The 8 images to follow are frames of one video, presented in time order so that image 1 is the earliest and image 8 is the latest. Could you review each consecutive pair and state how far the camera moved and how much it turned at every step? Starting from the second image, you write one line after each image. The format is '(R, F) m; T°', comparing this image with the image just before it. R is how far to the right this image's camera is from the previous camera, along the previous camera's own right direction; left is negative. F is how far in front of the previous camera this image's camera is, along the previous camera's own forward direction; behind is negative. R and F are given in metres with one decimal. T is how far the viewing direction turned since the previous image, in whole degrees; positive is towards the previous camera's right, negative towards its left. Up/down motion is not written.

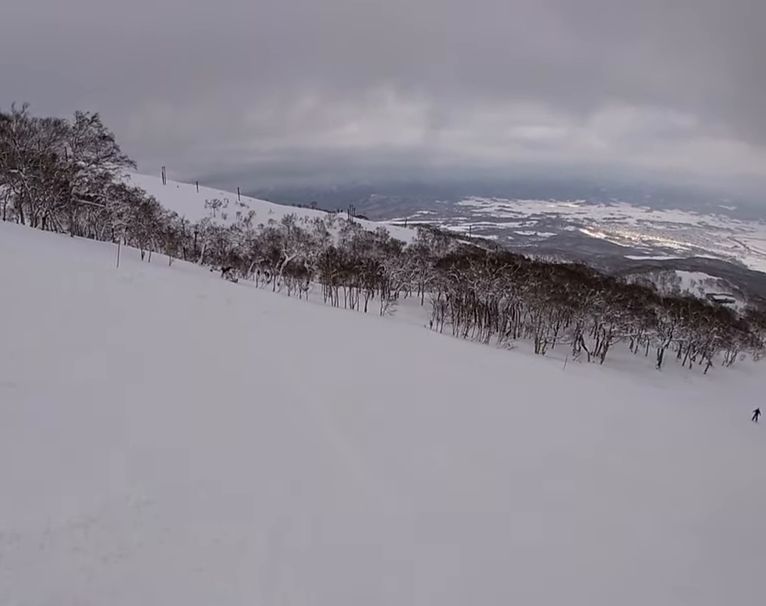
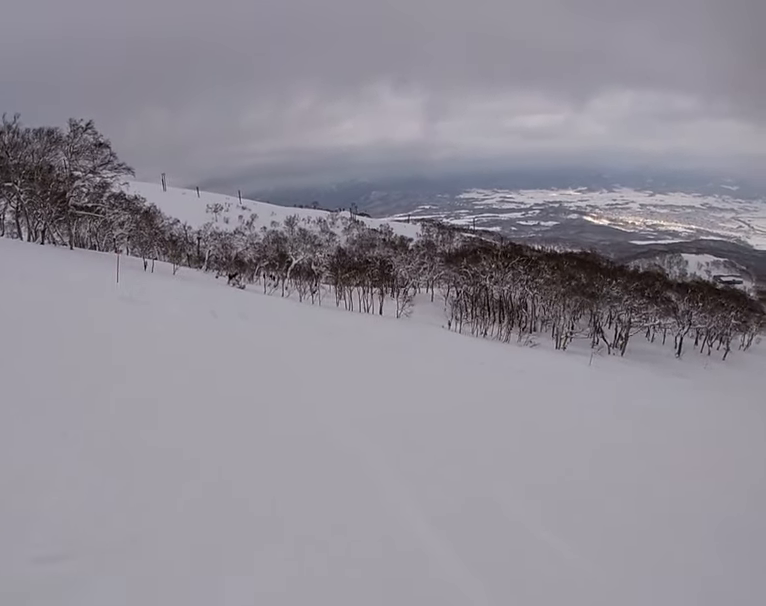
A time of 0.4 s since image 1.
(-0.2, +2.3) m; +6°
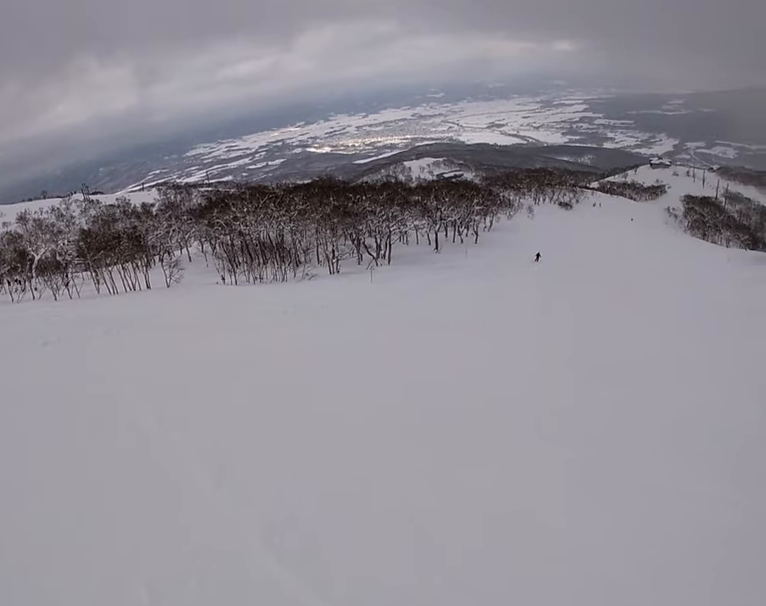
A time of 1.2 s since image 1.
(+0.7, +4.1) m; +30°
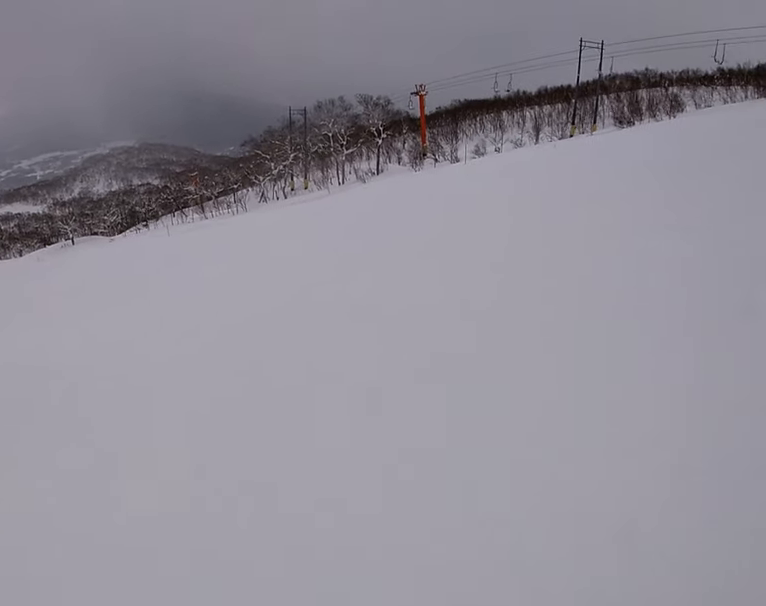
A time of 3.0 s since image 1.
(+5.5, +6.3) m; +60°
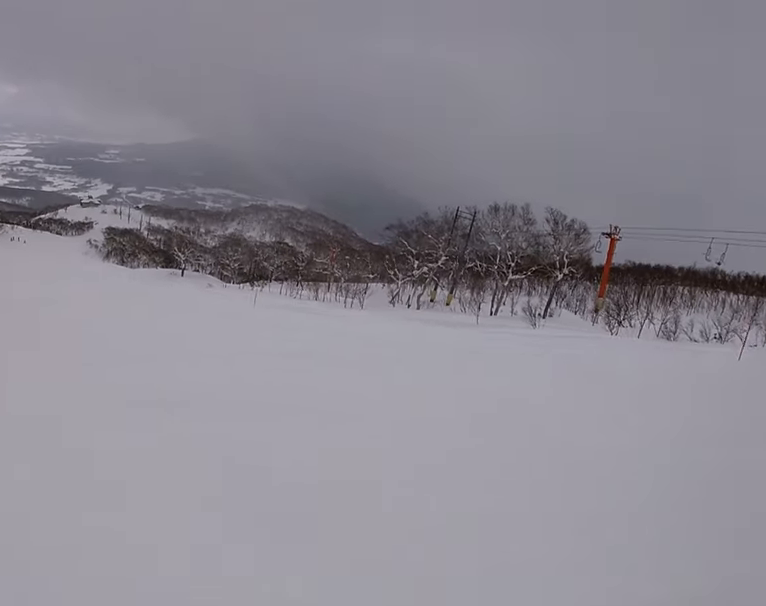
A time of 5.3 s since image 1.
(-0.1, +14.5) m; -14°
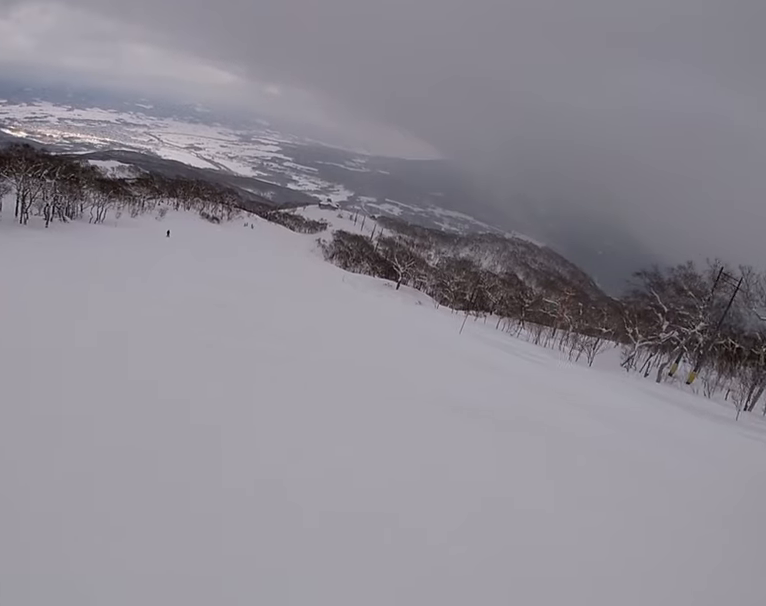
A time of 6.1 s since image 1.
(-0.9, +6.0) m; -17°
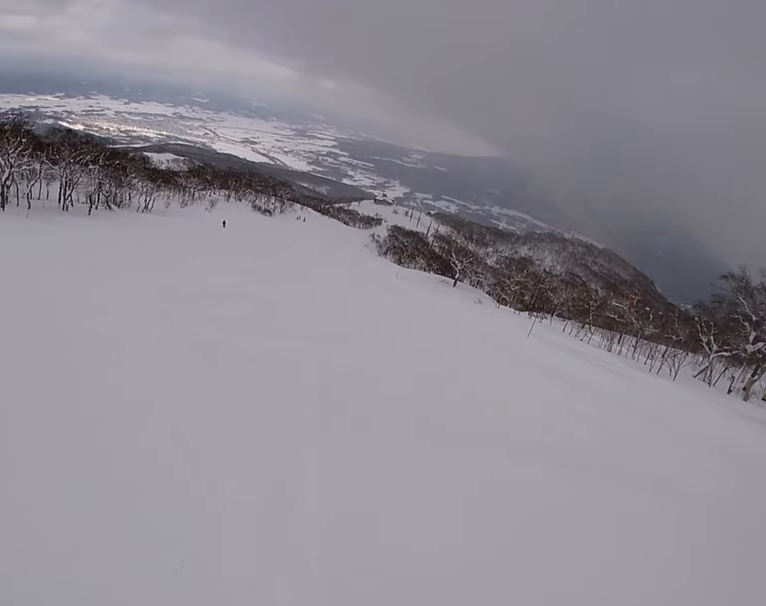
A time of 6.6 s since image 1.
(-0.1, +3.6) m; -11°
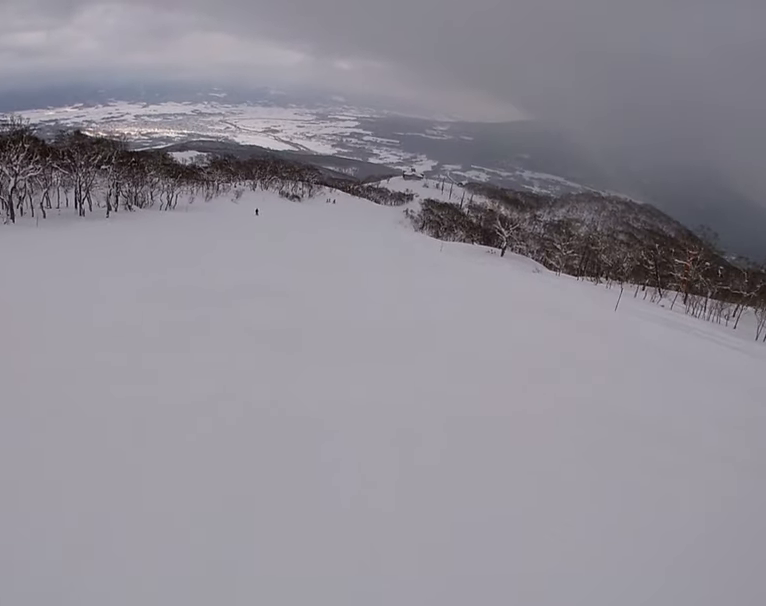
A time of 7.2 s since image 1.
(-0.7, +4.8) m; +1°
